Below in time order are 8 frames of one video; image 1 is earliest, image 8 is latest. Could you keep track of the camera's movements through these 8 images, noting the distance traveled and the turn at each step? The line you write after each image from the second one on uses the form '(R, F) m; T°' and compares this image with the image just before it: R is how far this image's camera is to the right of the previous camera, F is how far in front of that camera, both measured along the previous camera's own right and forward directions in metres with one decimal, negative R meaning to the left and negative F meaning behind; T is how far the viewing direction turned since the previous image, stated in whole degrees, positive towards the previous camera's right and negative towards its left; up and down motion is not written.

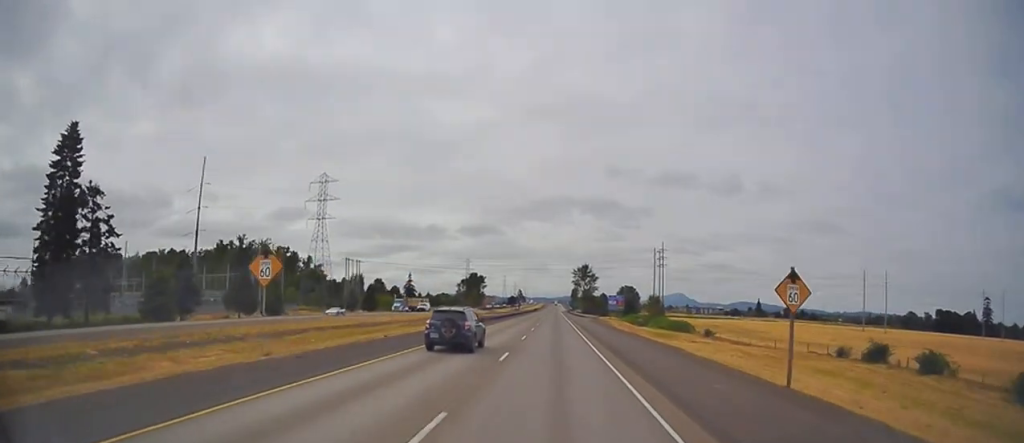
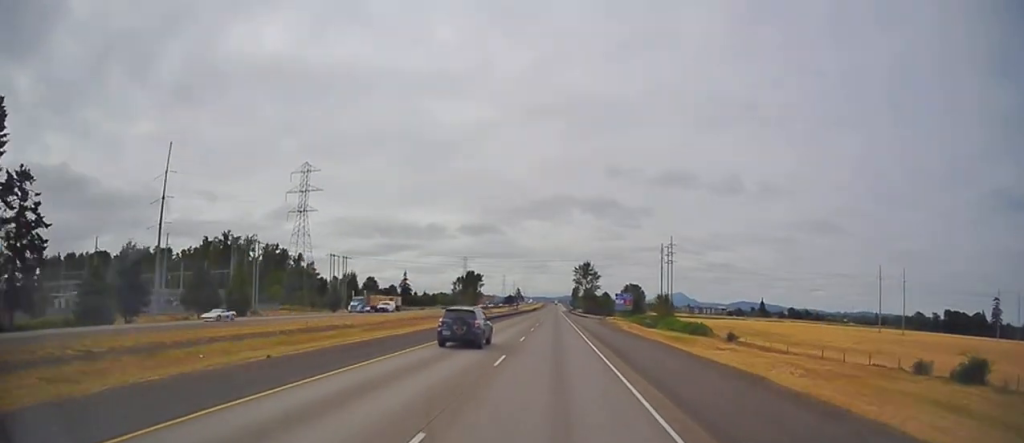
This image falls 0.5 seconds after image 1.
(+0.3, +13.8) m; 0°
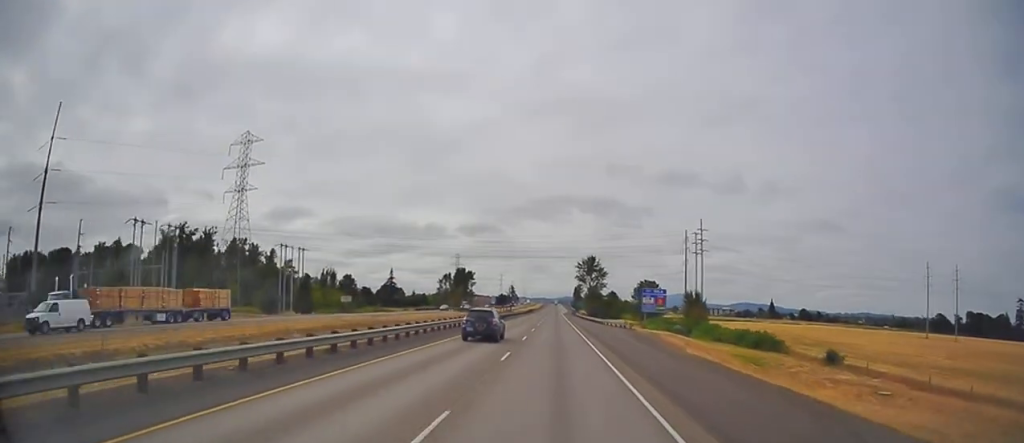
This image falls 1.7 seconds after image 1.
(-0.4, +35.3) m; -2°
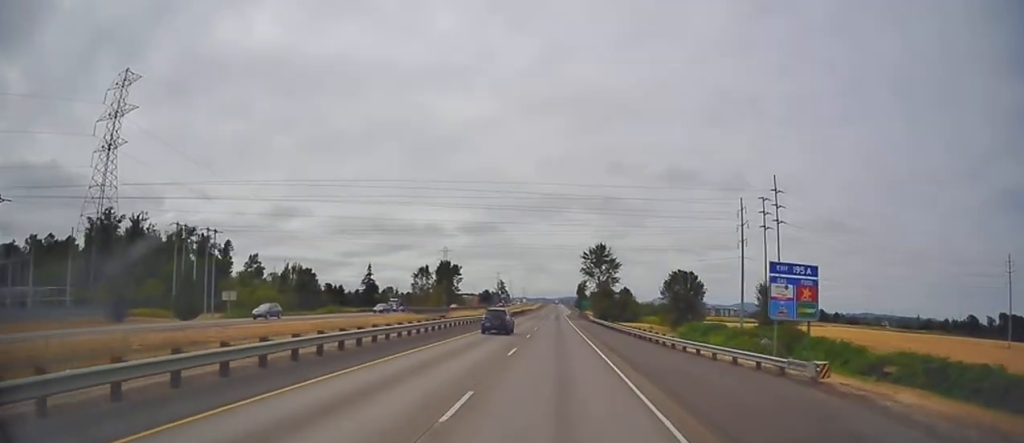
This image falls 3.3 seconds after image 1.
(-0.4, +47.4) m; +1°
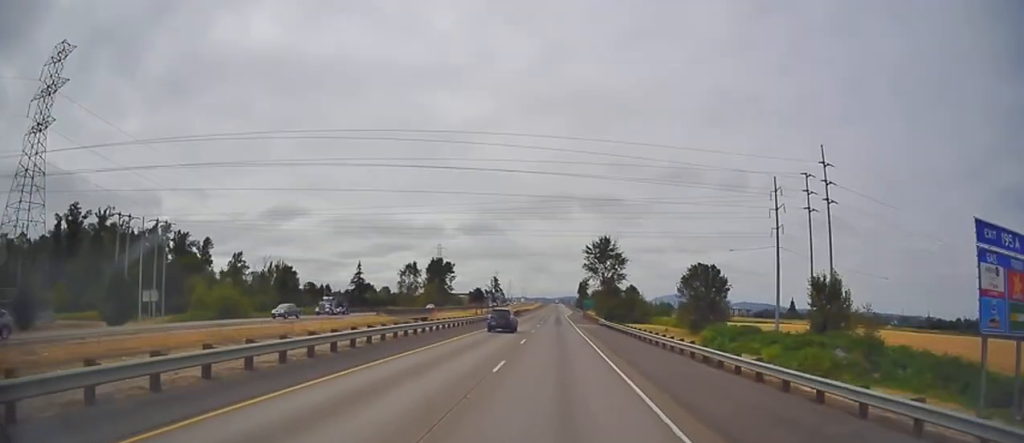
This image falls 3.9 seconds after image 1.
(+0.2, +18.3) m; +1°
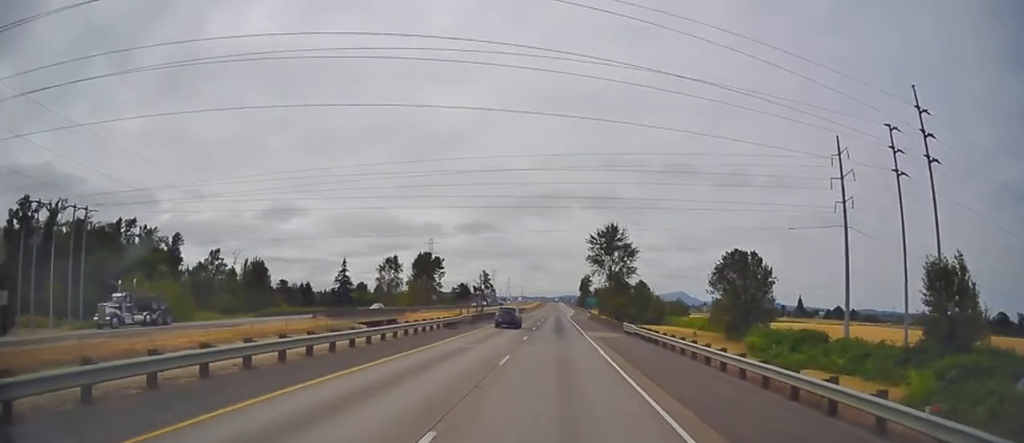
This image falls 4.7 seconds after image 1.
(-0.1, +22.1) m; +1°
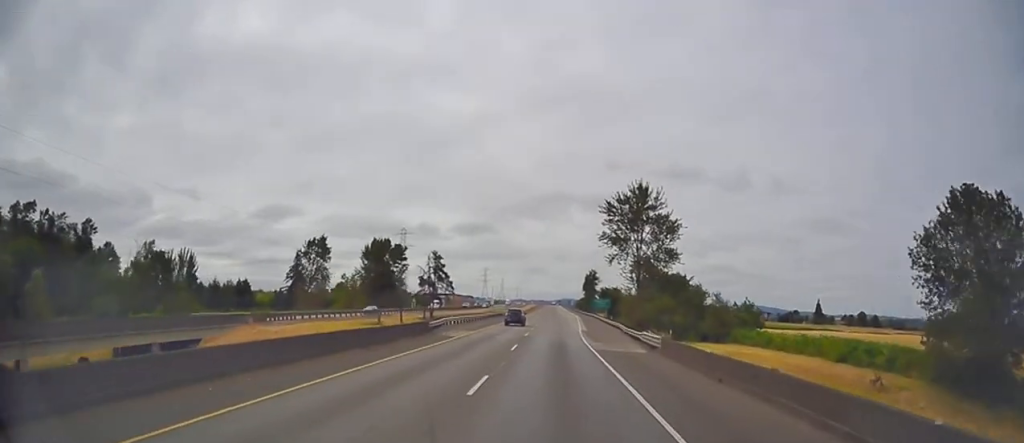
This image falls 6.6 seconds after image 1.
(+0.1, +54.4) m; -1°
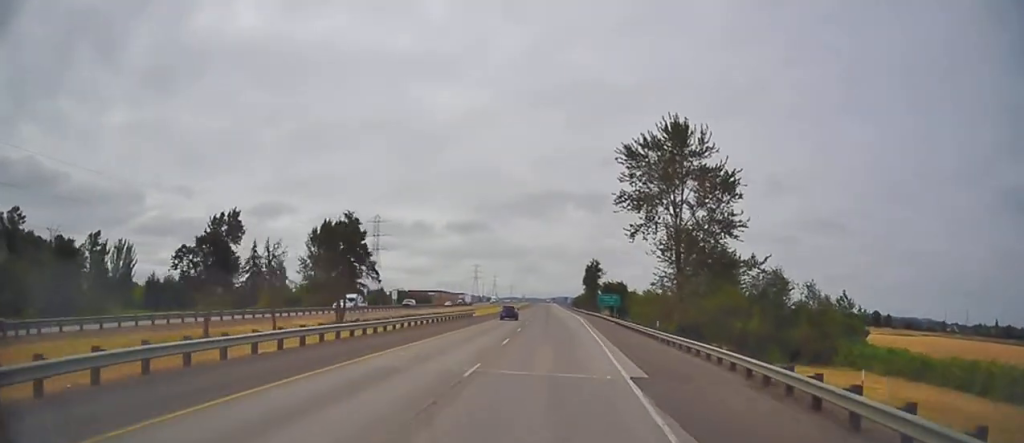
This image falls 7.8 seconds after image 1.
(-0.1, +33.8) m; 0°
